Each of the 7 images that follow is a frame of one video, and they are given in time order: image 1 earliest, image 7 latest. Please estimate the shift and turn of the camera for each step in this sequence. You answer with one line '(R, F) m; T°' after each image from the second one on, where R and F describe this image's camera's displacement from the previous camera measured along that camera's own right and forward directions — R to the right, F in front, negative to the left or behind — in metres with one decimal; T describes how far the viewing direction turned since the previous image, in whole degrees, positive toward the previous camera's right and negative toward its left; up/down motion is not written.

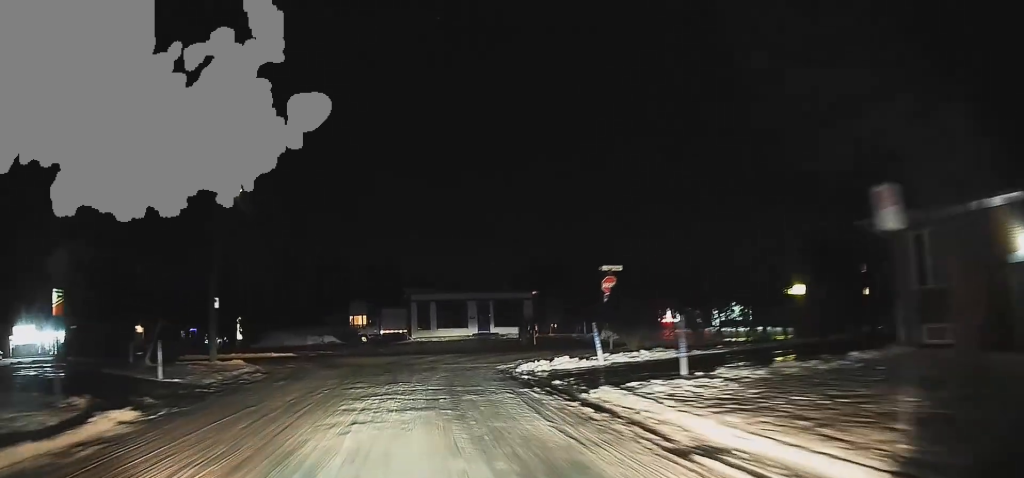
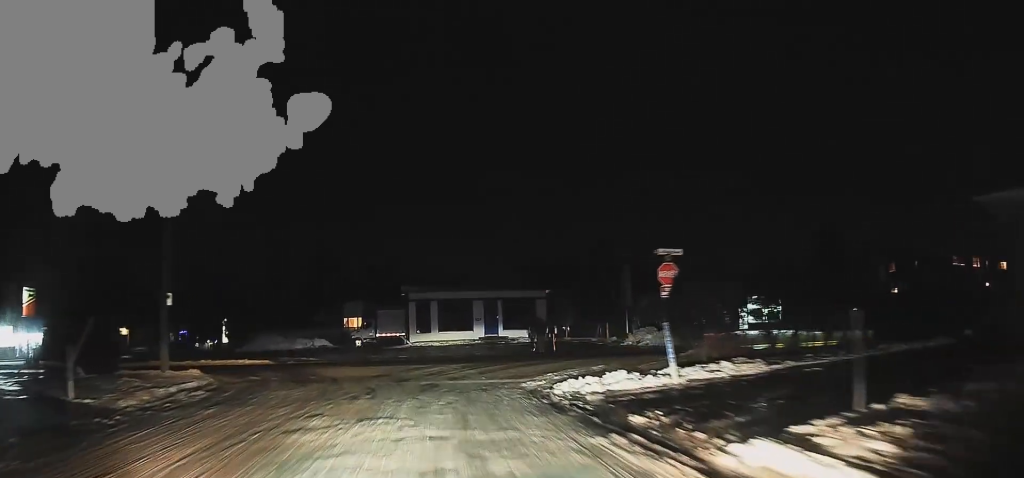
(+0.1, +5.7) m; 0°
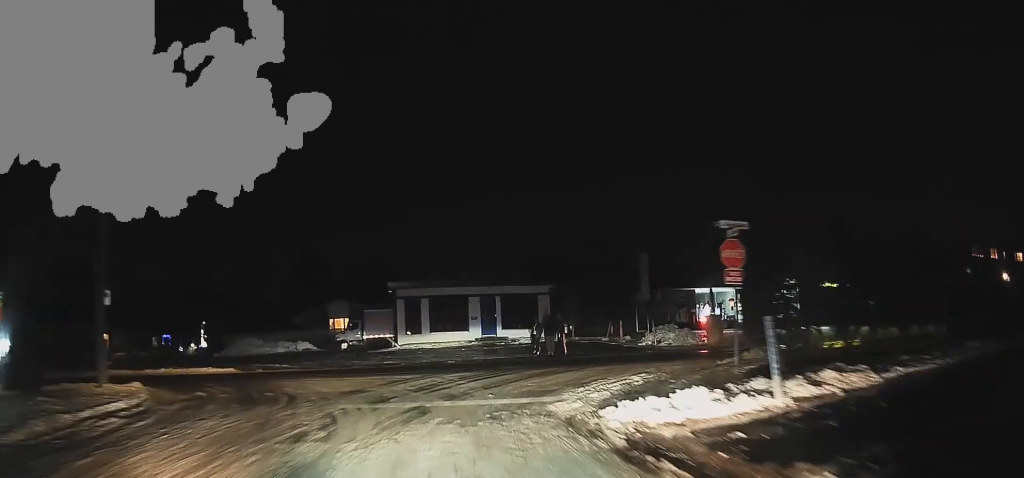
(0.0, +4.6) m; -1°
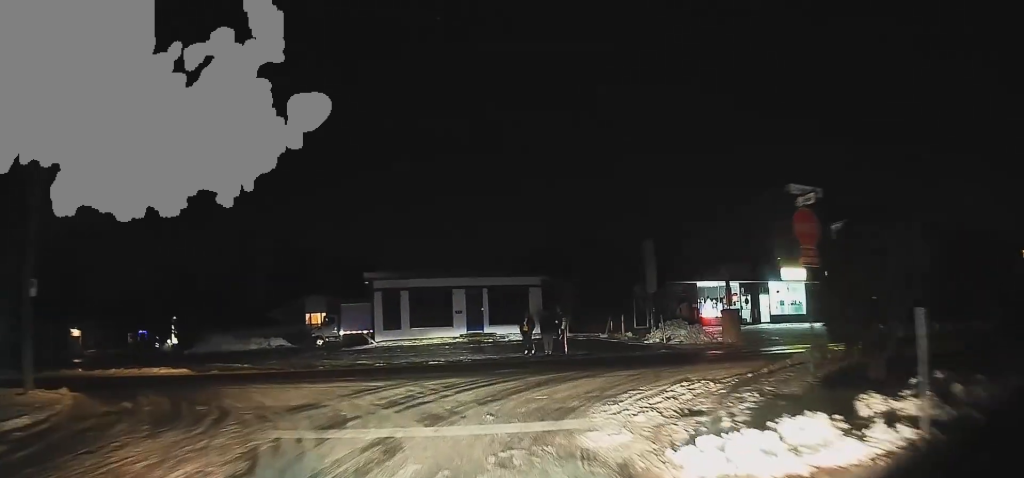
(-0.3, +4.1) m; 0°
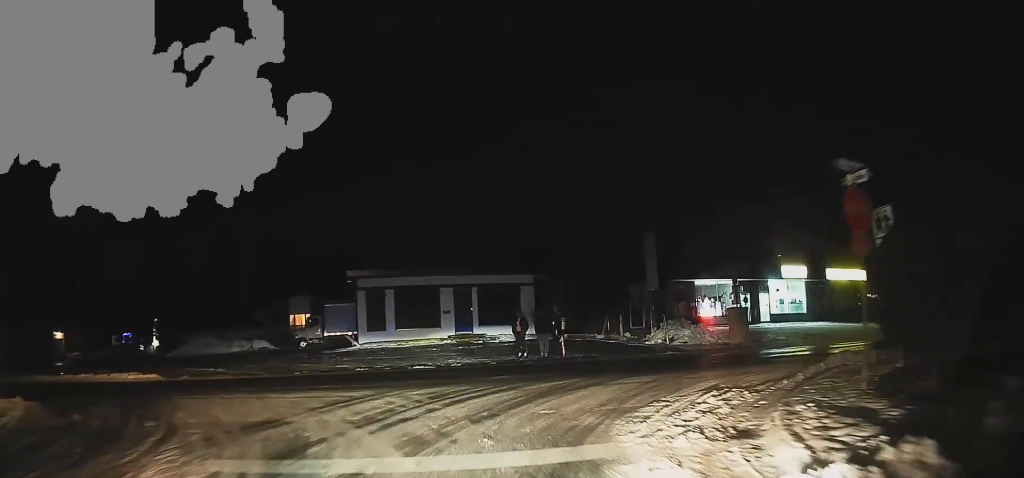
(+0.2, +1.9) m; +4°
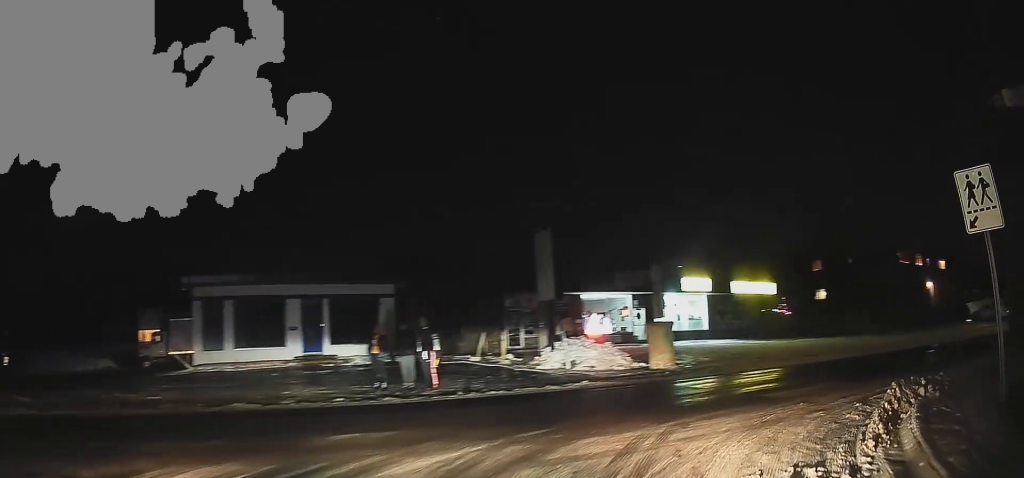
(+1.0, +6.4) m; +27°
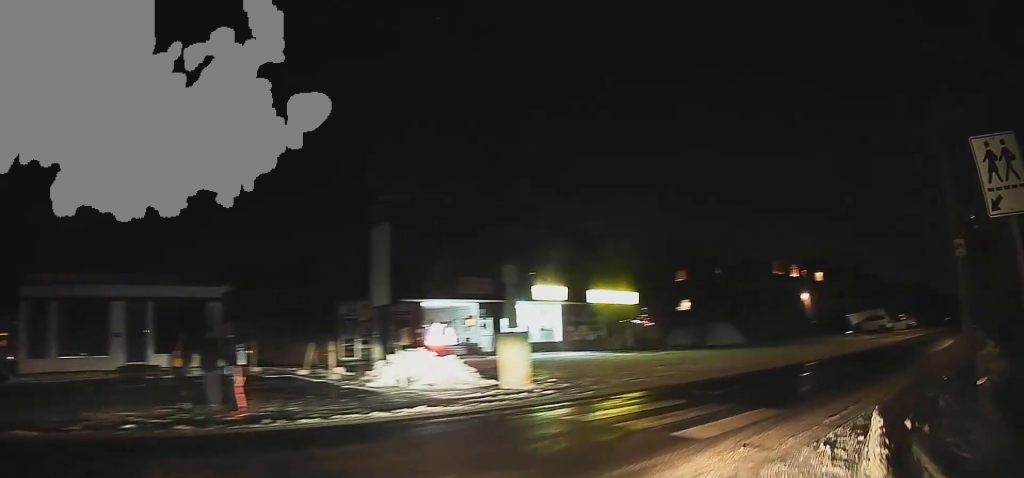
(+0.3, +1.8) m; +23°
